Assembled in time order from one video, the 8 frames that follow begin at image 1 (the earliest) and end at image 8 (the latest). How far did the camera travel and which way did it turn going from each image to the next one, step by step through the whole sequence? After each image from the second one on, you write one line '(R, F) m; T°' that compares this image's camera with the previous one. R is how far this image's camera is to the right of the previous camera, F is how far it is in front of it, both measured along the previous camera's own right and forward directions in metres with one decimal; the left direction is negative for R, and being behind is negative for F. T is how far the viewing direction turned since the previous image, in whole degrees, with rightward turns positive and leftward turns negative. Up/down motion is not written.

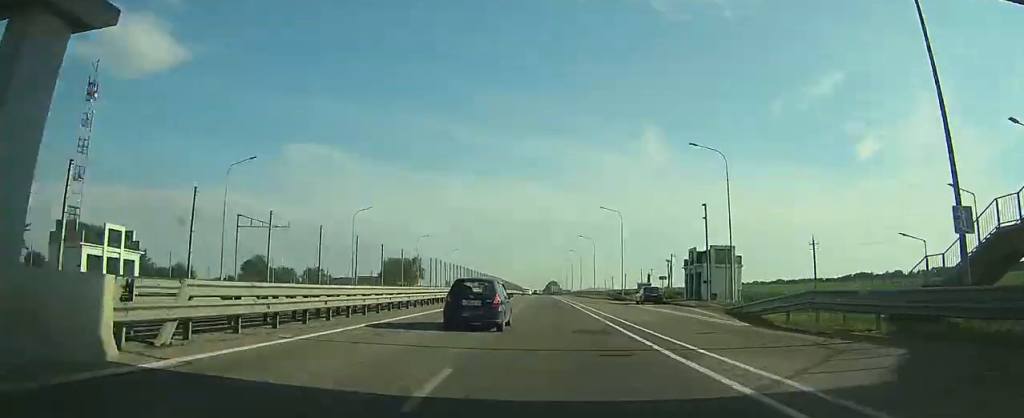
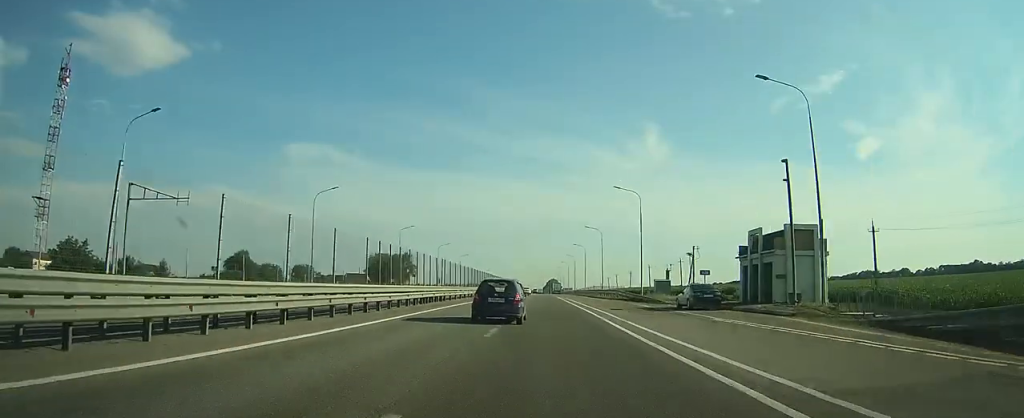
(0.0, +15.0) m; 0°
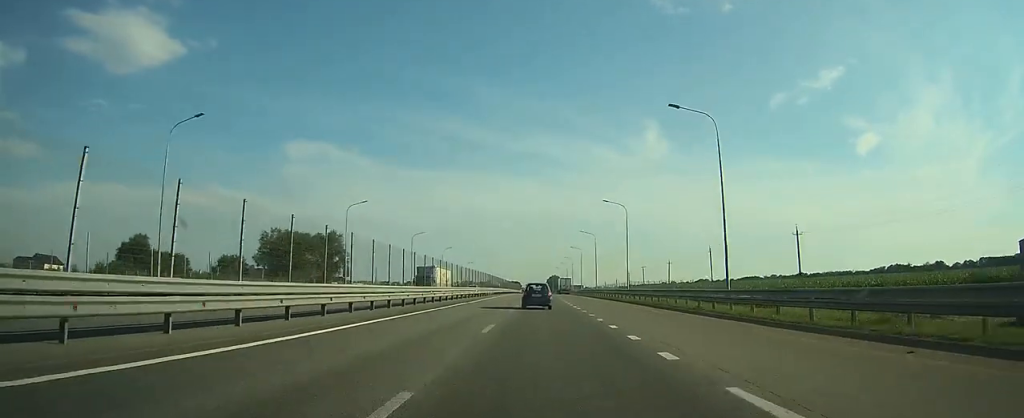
(+0.5, +70.3) m; 0°
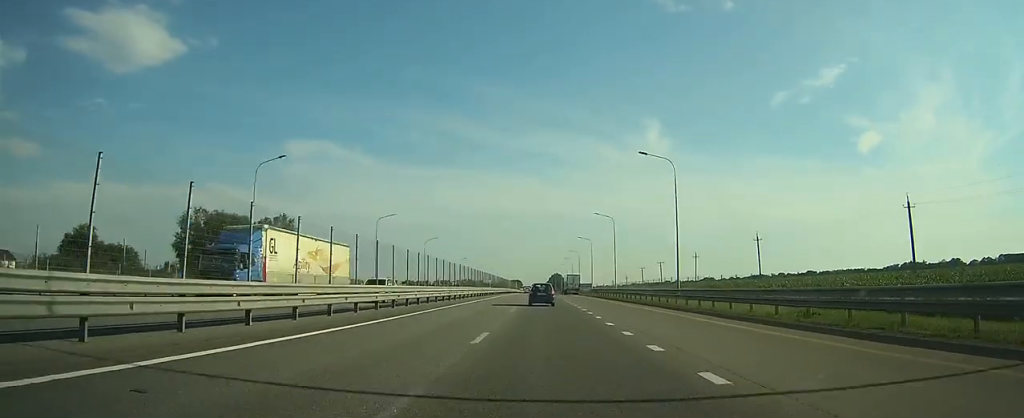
(-0.1, +26.8) m; 0°
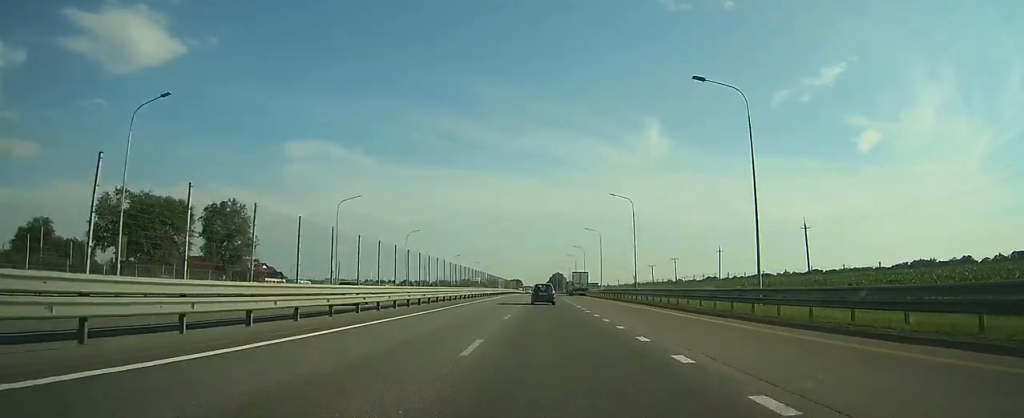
(0.0, +18.2) m; 0°
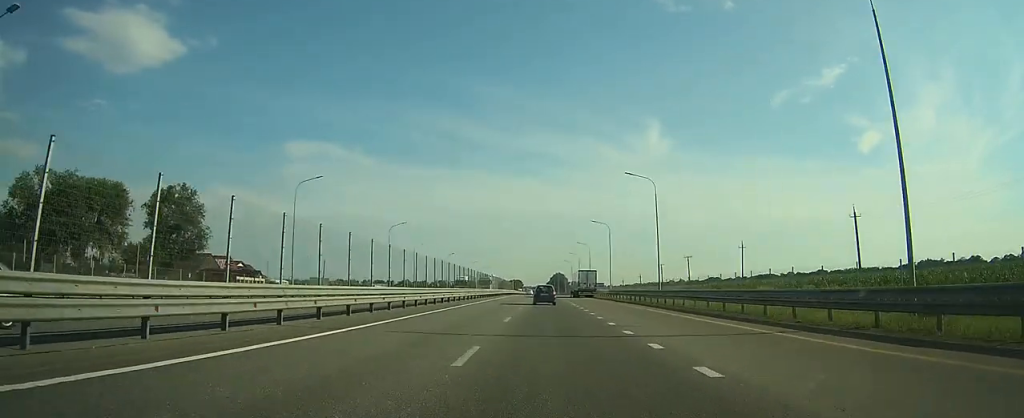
(0.0, +13.4) m; 0°
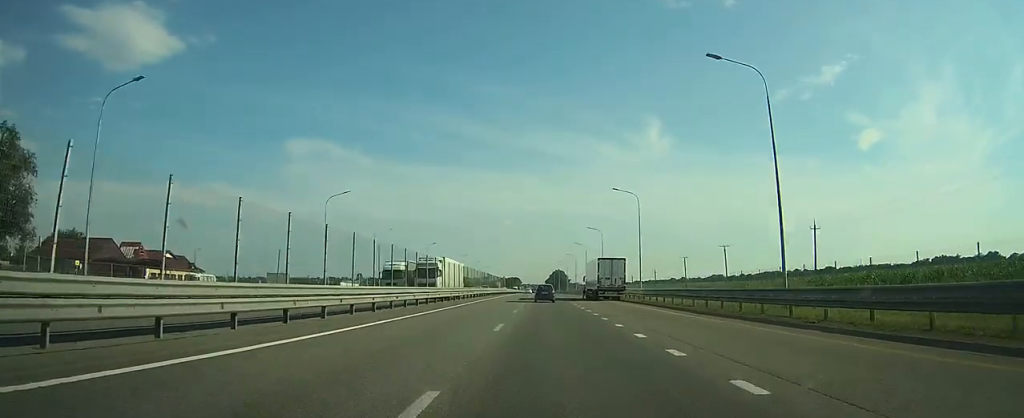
(-0.1, +29.8) m; 0°
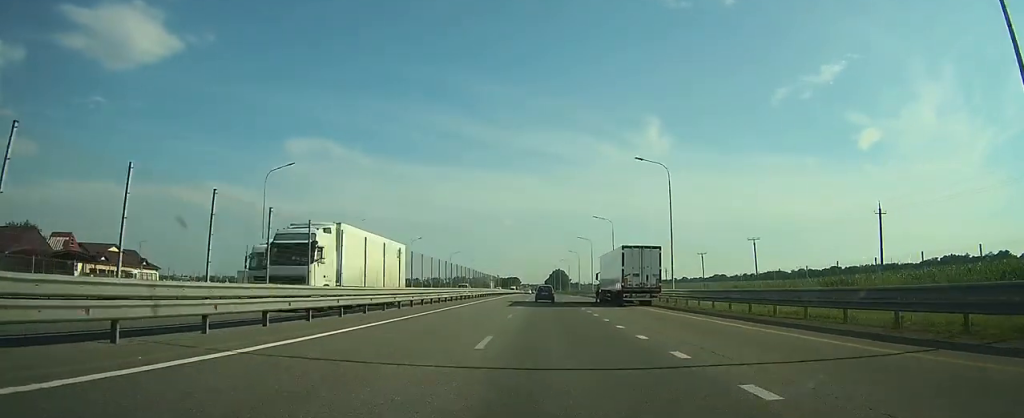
(0.0, +16.4) m; 0°
